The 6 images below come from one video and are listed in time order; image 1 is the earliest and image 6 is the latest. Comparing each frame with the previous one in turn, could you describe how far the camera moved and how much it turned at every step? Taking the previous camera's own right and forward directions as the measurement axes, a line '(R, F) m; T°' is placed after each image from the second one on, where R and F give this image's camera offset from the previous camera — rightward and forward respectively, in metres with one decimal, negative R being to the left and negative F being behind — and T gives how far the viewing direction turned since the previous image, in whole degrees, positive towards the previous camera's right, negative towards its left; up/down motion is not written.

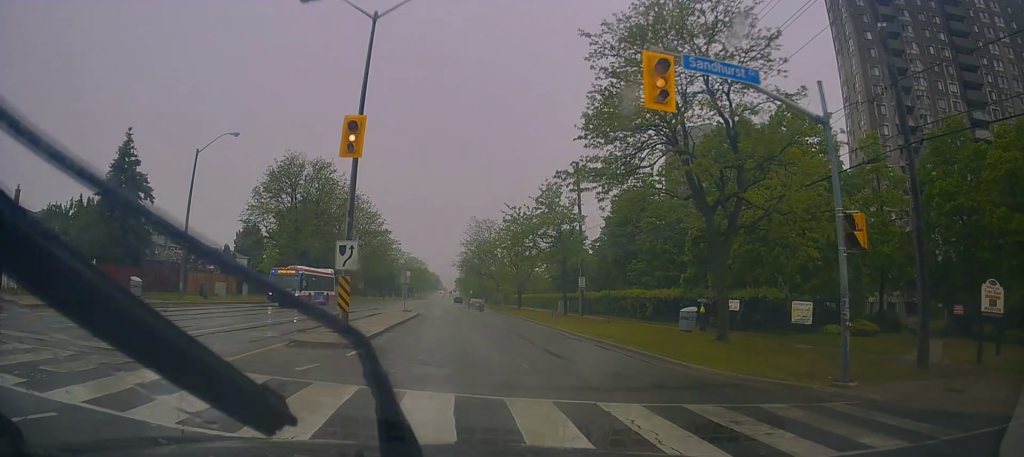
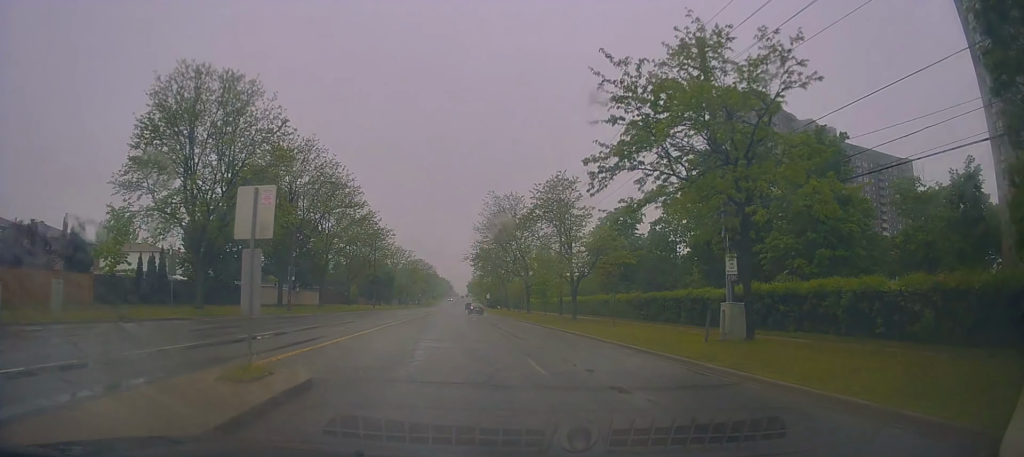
(+0.4, +28.5) m; -1°
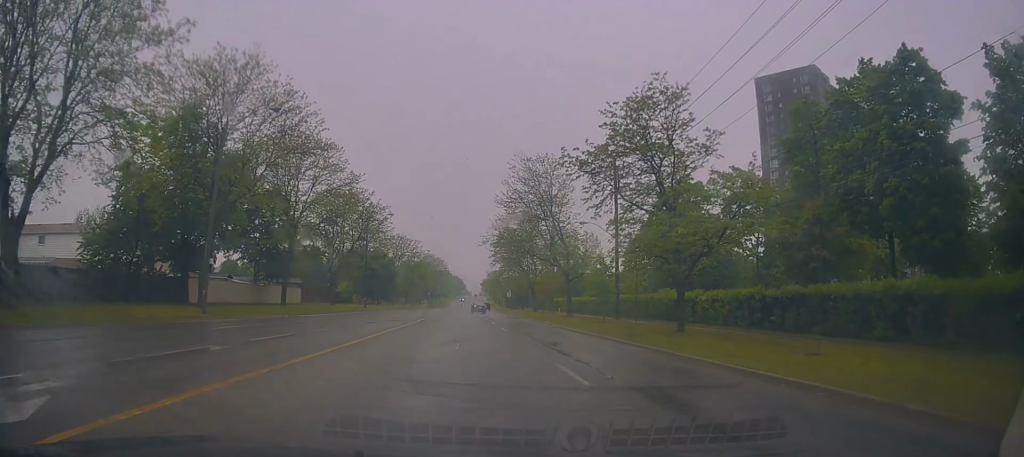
(-0.8, +19.2) m; 0°
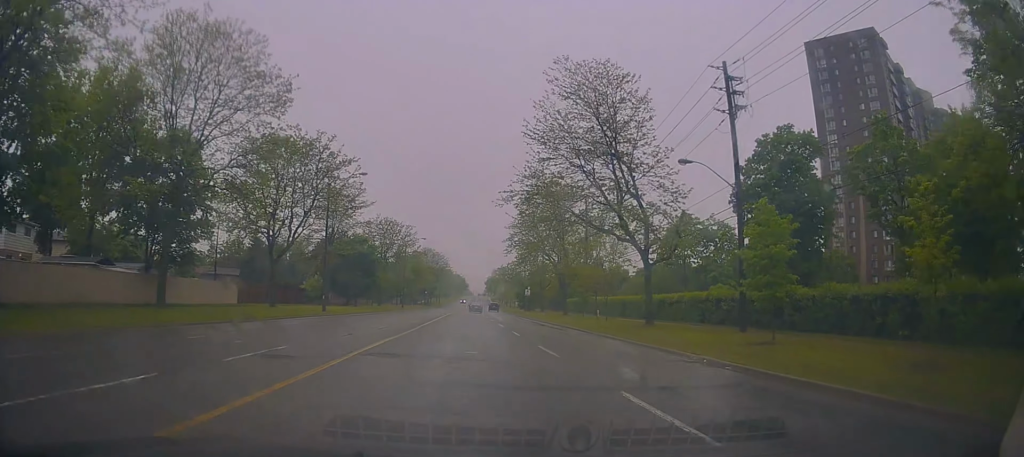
(+0.9, +22.1) m; -1°
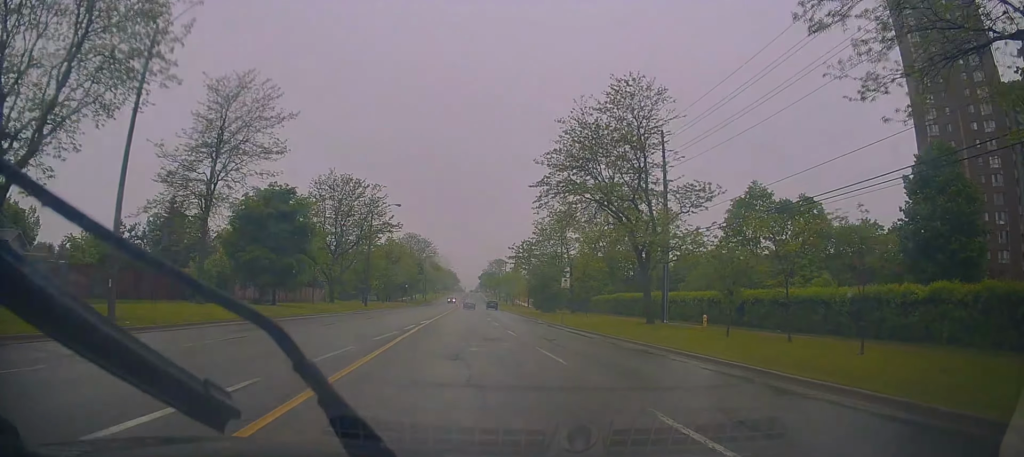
(-1.2, +29.6) m; 0°
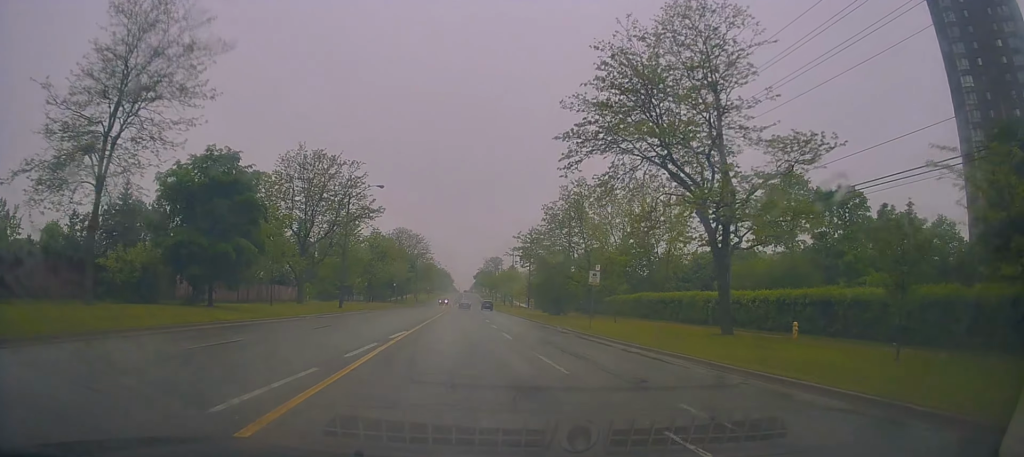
(+0.4, +10.6) m; +1°
